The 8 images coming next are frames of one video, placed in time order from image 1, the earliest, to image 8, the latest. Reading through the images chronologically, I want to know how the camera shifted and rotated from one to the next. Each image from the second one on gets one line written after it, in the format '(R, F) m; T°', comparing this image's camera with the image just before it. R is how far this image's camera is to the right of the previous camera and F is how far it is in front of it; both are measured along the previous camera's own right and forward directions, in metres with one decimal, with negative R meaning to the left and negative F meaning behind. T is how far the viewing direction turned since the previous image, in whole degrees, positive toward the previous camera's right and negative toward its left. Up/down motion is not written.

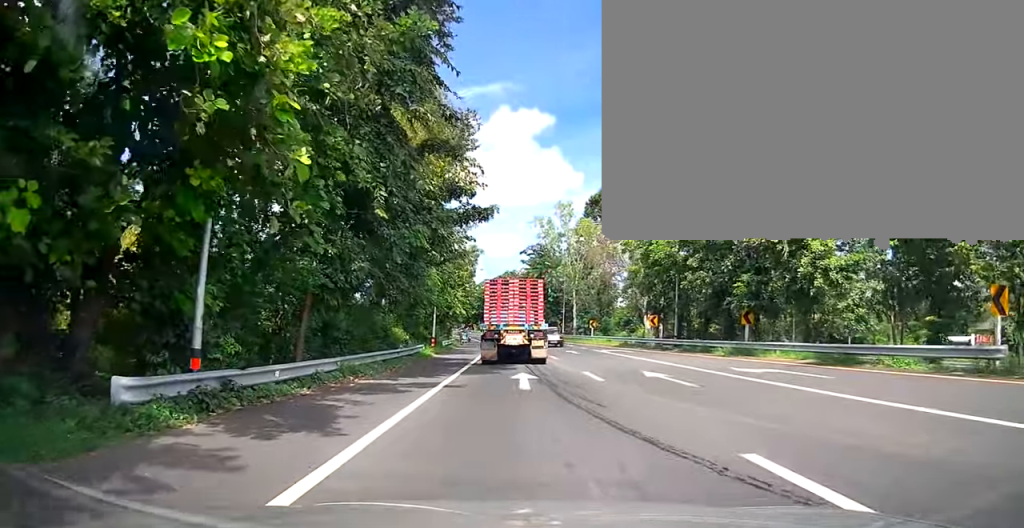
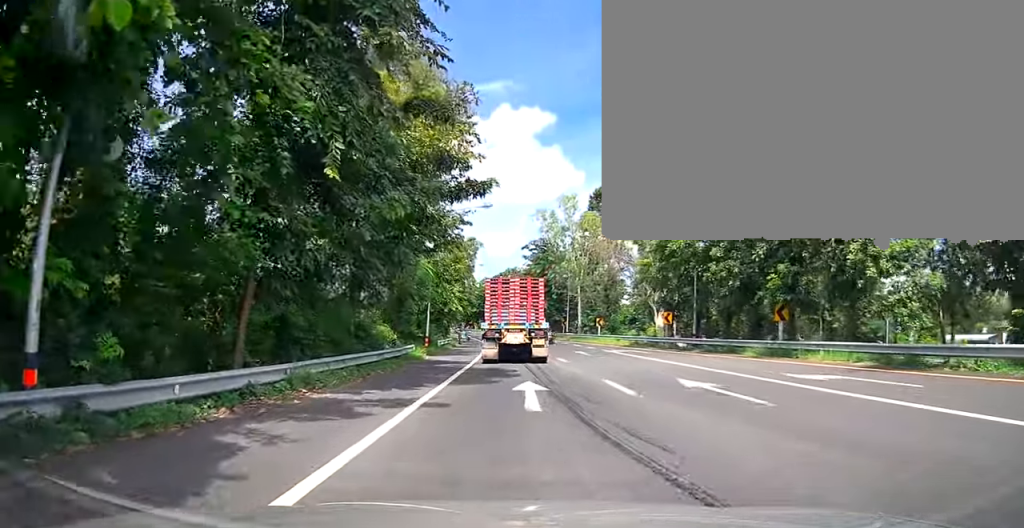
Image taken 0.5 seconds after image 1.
(0.0, +3.6) m; -1°
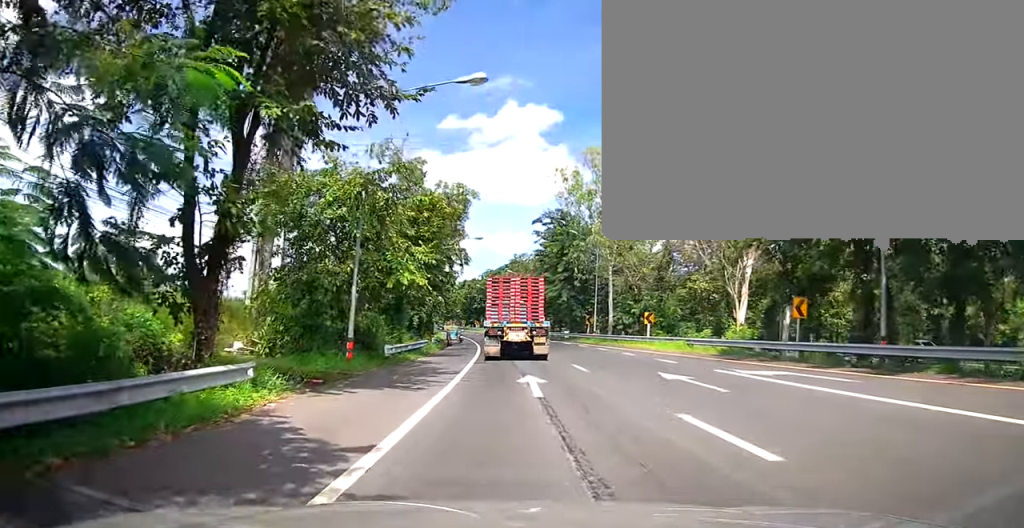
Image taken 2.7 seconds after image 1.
(-0.7, +17.8) m; -3°
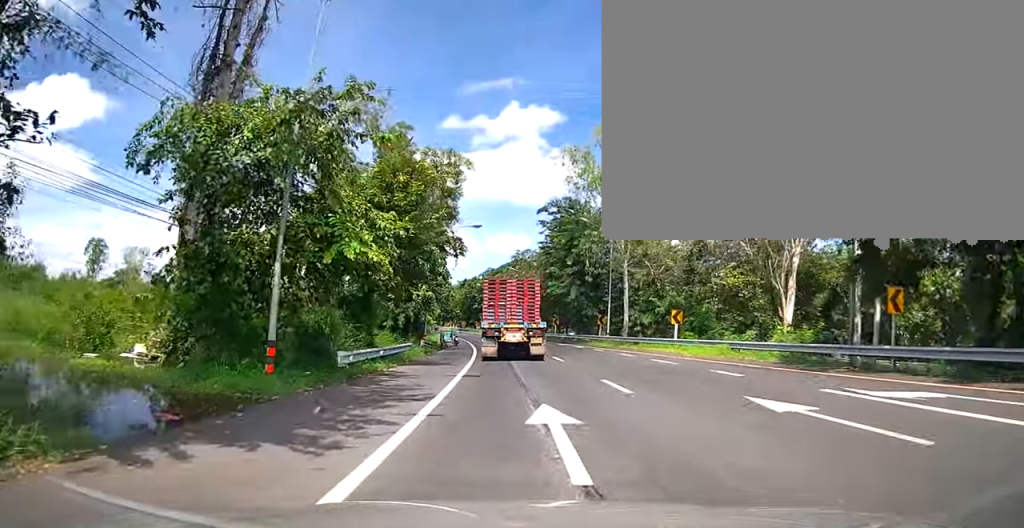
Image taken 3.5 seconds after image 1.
(0.0, +6.0) m; 0°
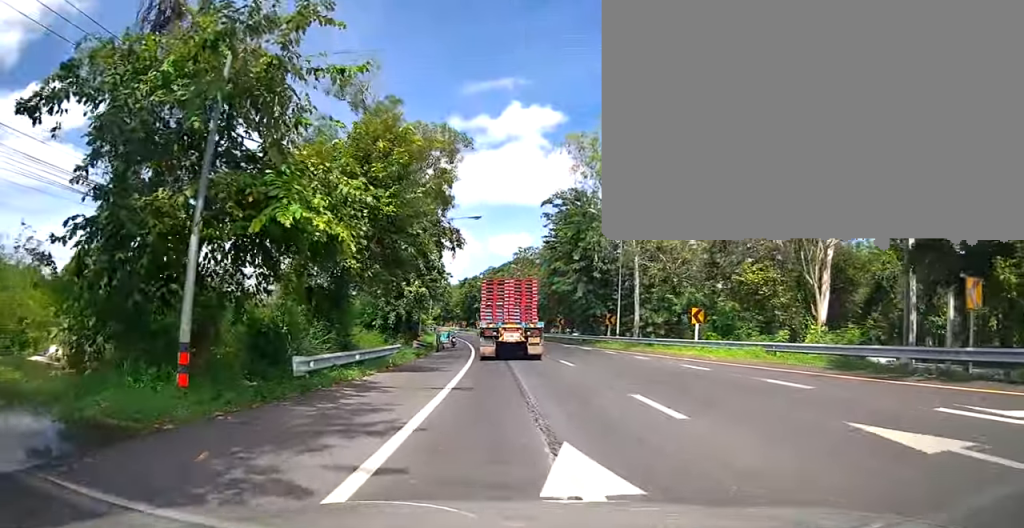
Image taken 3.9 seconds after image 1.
(0.0, +3.3) m; 0°
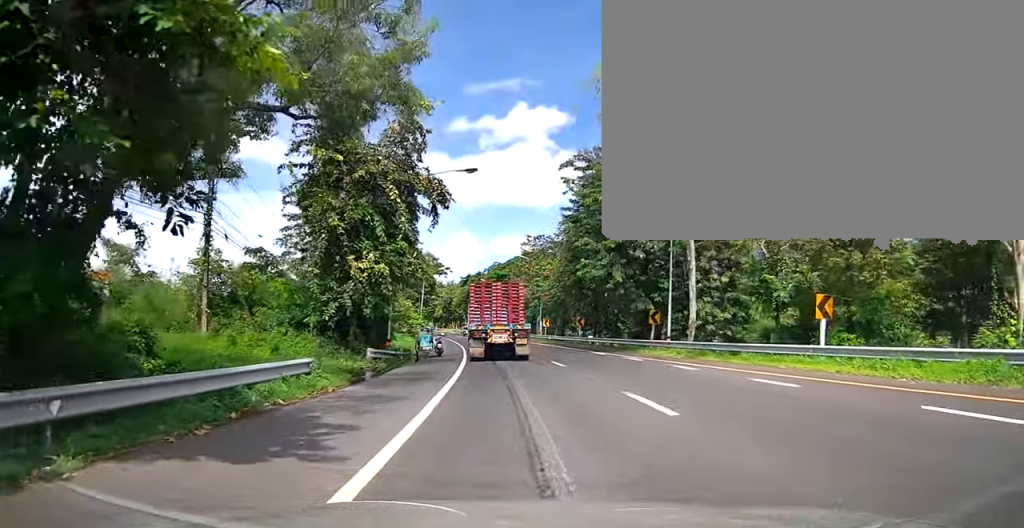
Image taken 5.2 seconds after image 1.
(0.0, +11.6) m; 0°
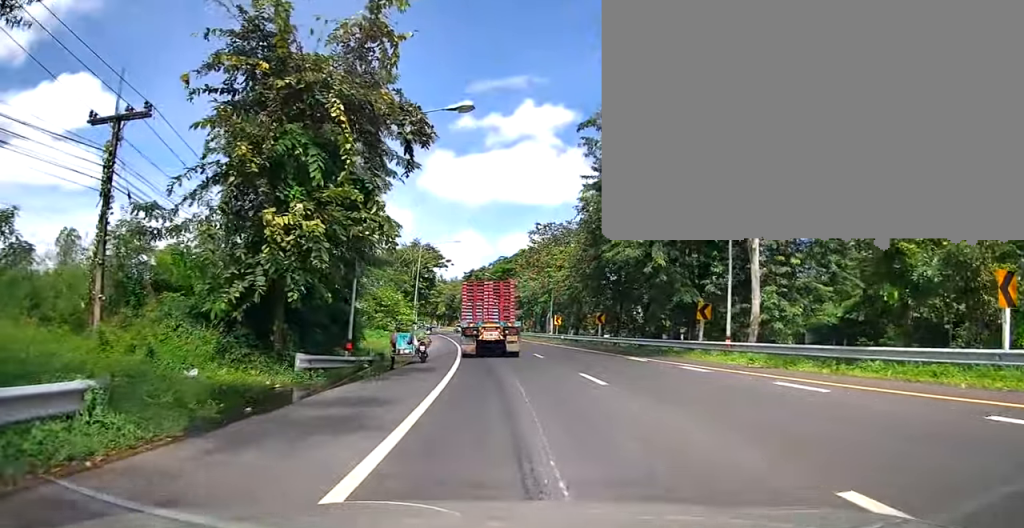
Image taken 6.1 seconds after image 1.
(0.0, +7.3) m; 0°
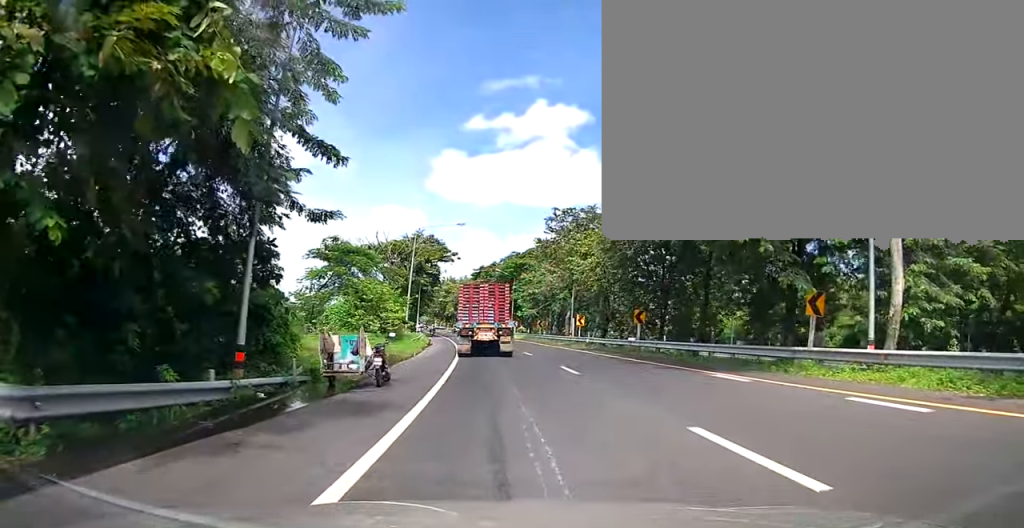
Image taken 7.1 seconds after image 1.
(0.0, +8.7) m; 0°
